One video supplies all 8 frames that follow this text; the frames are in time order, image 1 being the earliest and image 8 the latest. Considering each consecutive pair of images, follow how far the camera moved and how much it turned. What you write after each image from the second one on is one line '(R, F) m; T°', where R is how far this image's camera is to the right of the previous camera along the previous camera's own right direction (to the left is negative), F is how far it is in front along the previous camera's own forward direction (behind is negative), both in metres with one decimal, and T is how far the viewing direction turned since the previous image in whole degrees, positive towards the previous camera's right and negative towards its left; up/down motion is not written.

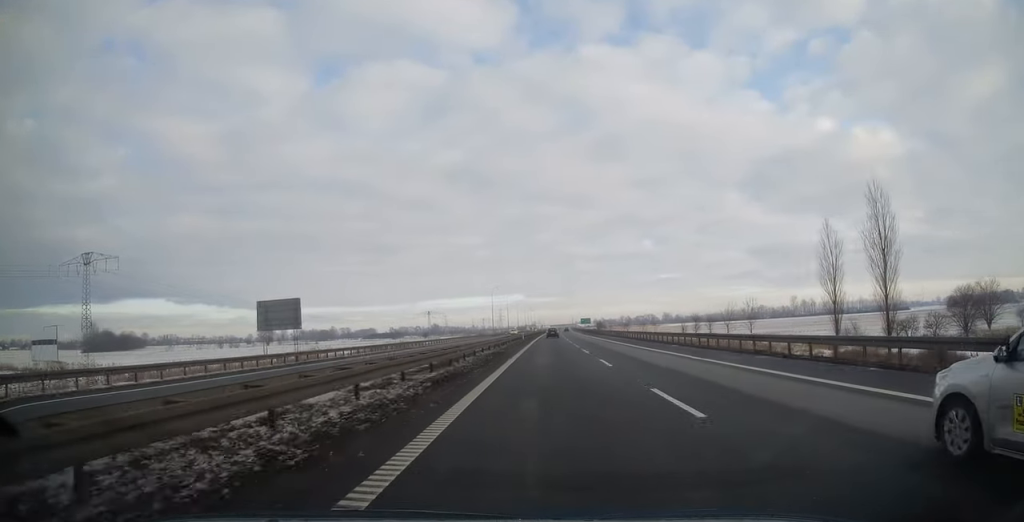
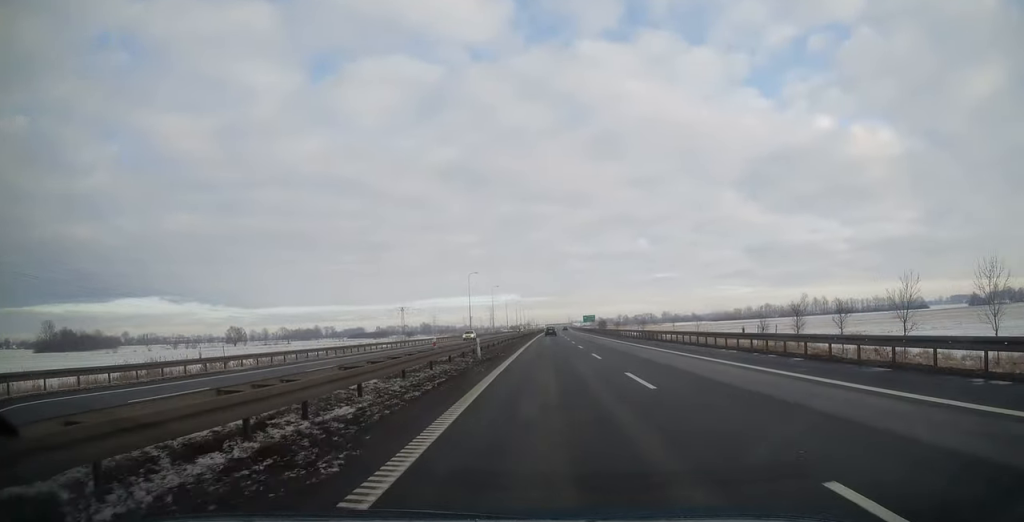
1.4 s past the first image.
(+0.3, +44.8) m; +1°
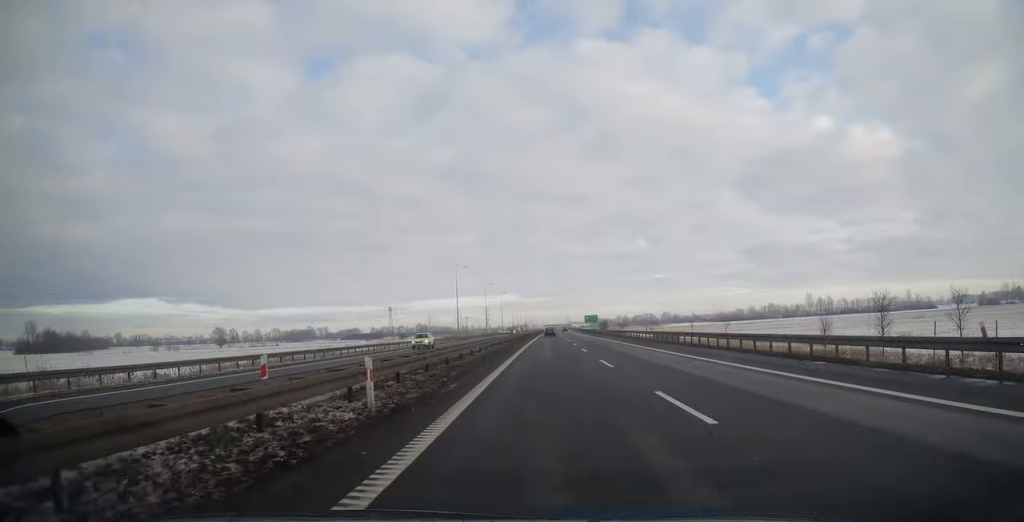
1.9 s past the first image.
(0.0, +16.0) m; 0°
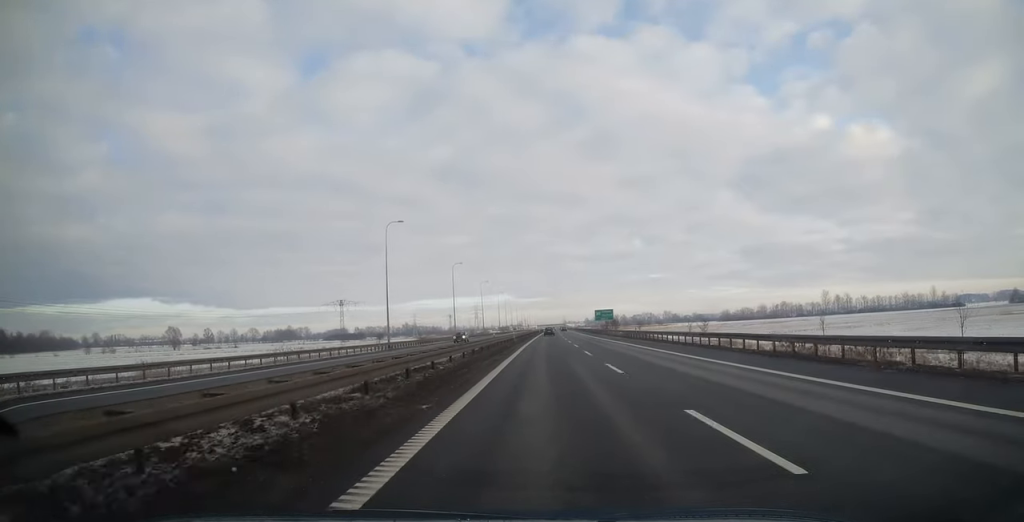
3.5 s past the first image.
(+0.4, +46.5) m; 0°
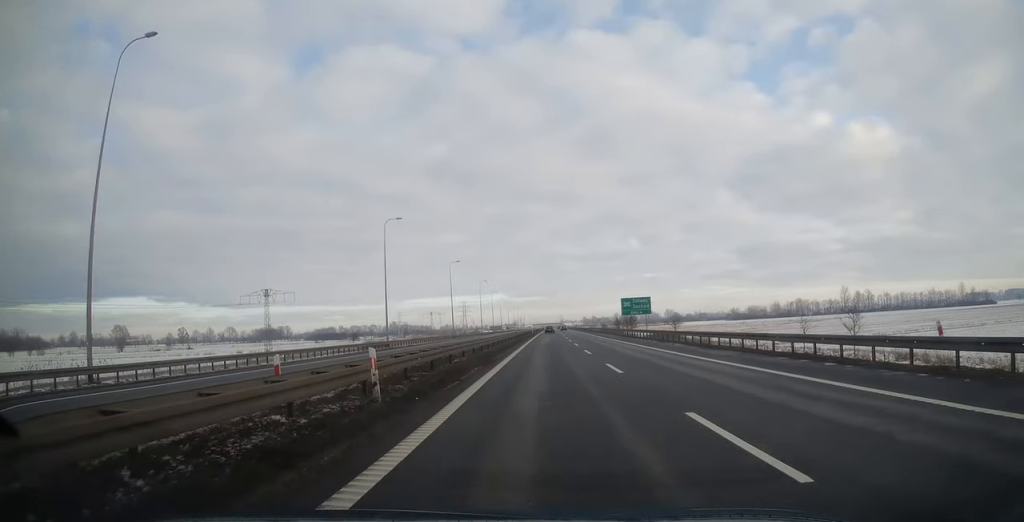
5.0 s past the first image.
(0.0, +48.7) m; 0°
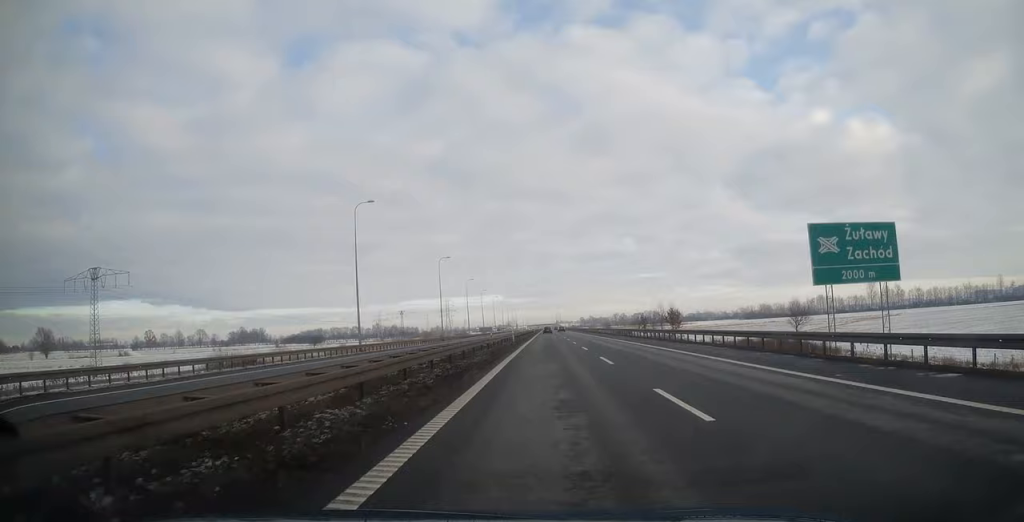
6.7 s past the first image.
(+0.3, +54.1) m; +1°
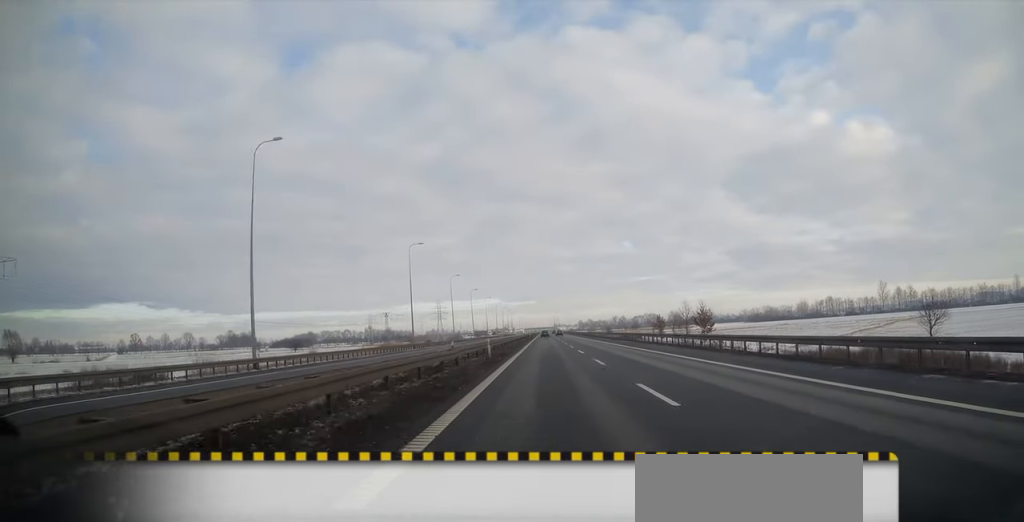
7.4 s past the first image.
(0.0, +23.7) m; 0°
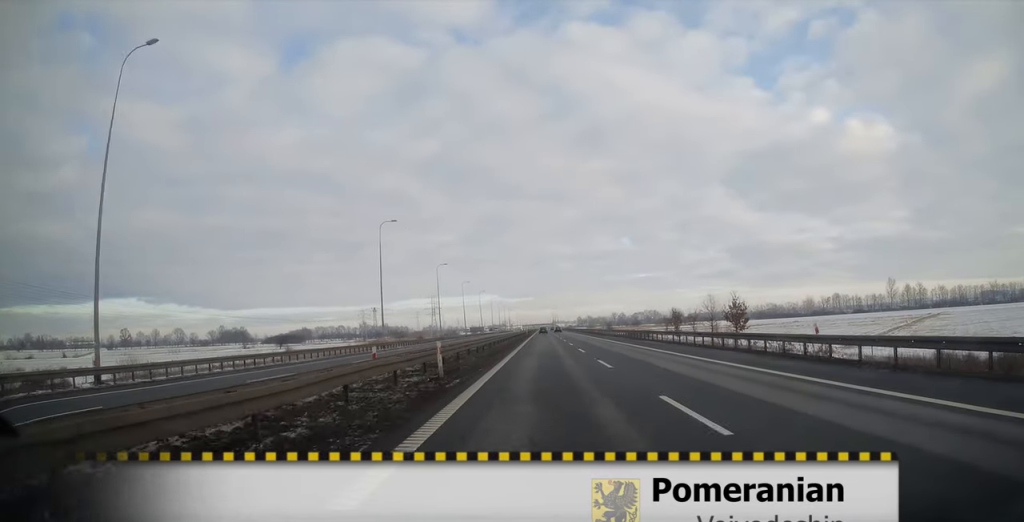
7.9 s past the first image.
(0.0, +15.9) m; 0°
